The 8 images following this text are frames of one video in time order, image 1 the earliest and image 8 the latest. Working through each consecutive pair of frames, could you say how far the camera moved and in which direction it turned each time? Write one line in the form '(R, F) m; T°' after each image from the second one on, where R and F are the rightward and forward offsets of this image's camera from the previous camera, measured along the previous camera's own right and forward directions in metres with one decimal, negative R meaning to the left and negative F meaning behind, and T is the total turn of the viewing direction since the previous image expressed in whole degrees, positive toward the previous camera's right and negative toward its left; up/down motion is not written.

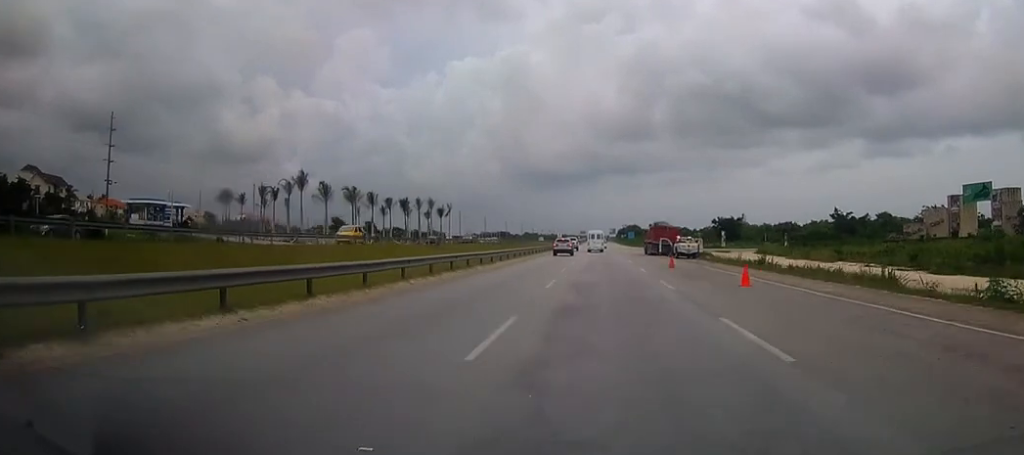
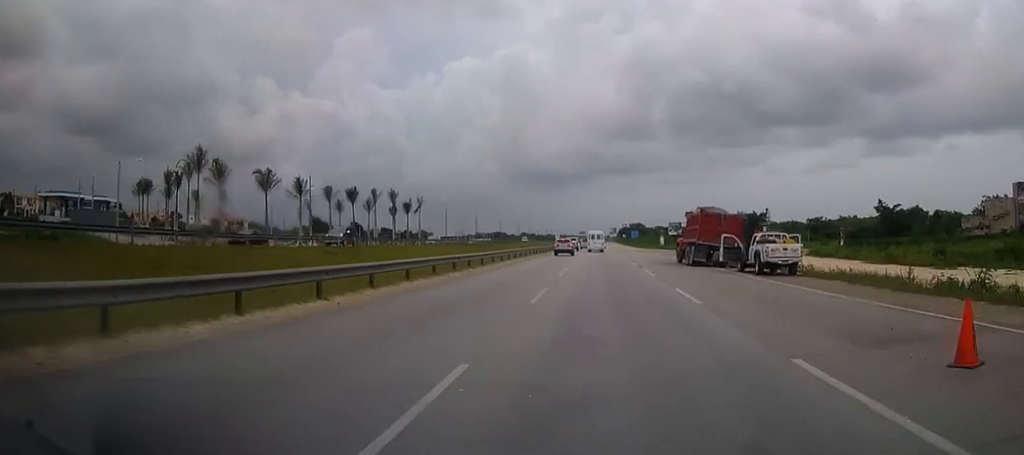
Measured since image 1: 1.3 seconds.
(0.0, +30.2) m; 0°
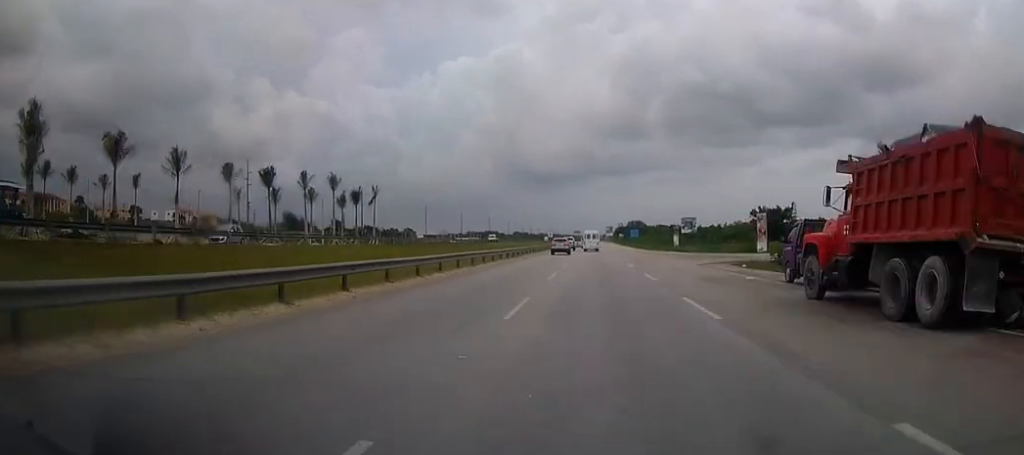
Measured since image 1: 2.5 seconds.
(-0.2, +27.8) m; 0°
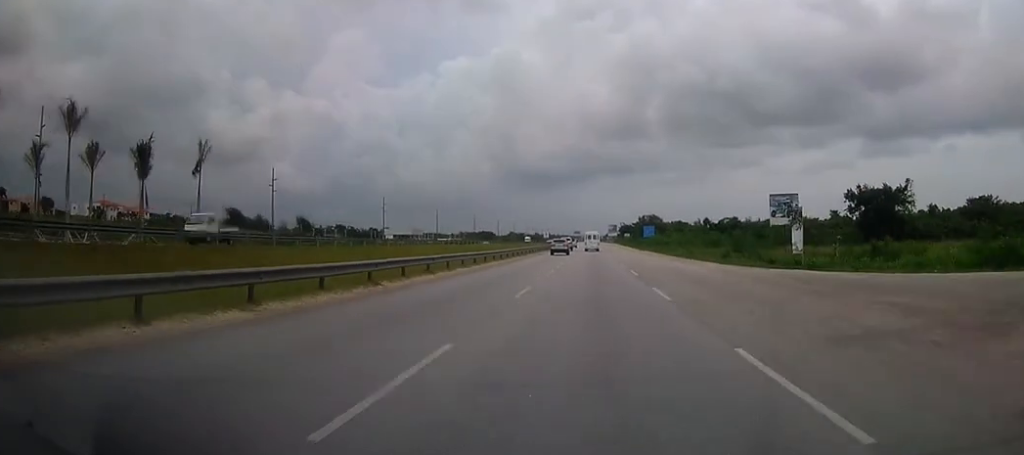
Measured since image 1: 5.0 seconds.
(+0.5, +58.5) m; 0°
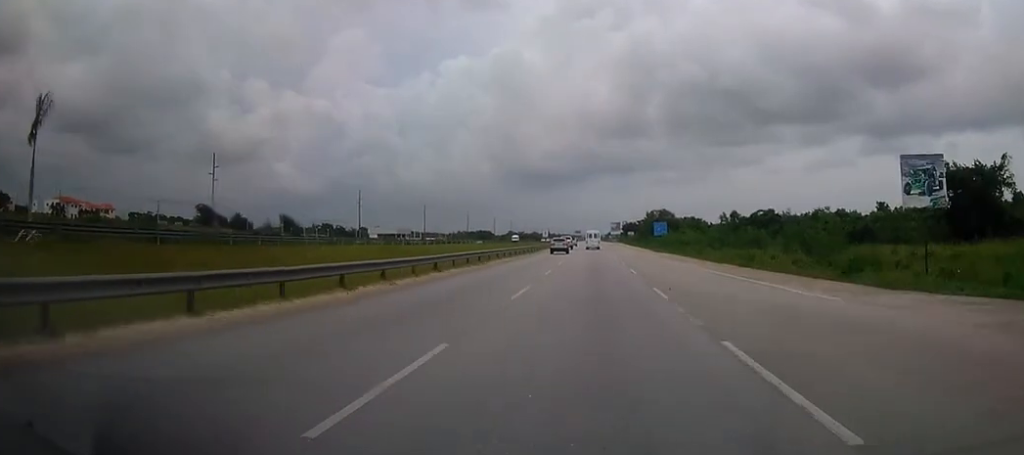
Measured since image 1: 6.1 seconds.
(-0.1, +25.5) m; 0°
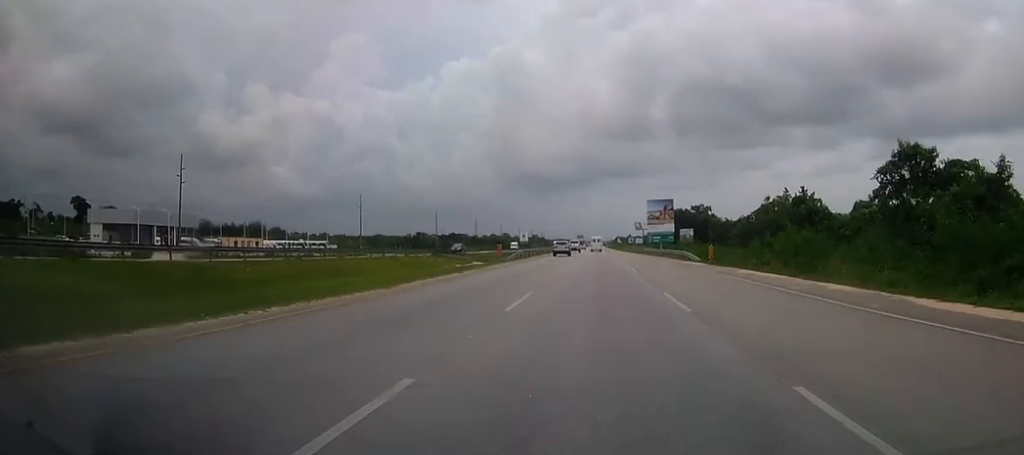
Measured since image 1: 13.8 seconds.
(-1.0, +178.7) m; 0°
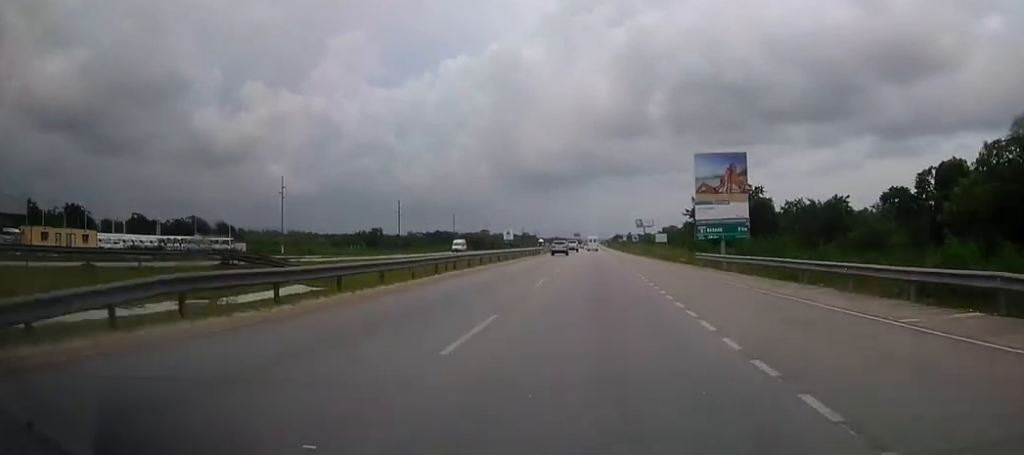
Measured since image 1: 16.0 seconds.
(+0.2, +51.8) m; 0°
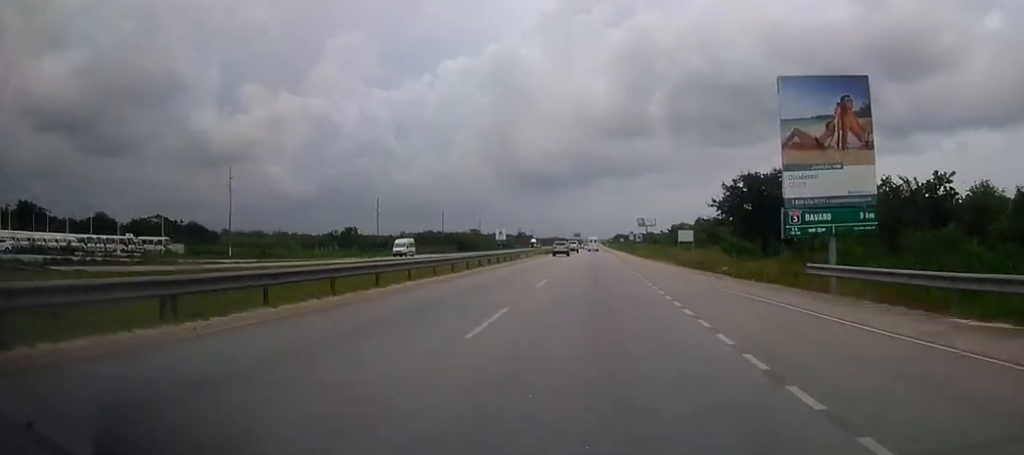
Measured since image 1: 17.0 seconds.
(0.0, +23.5) m; 0°
